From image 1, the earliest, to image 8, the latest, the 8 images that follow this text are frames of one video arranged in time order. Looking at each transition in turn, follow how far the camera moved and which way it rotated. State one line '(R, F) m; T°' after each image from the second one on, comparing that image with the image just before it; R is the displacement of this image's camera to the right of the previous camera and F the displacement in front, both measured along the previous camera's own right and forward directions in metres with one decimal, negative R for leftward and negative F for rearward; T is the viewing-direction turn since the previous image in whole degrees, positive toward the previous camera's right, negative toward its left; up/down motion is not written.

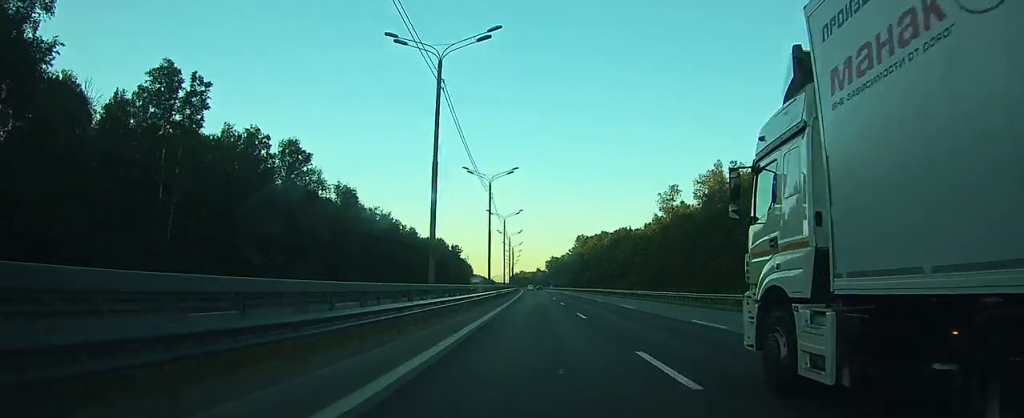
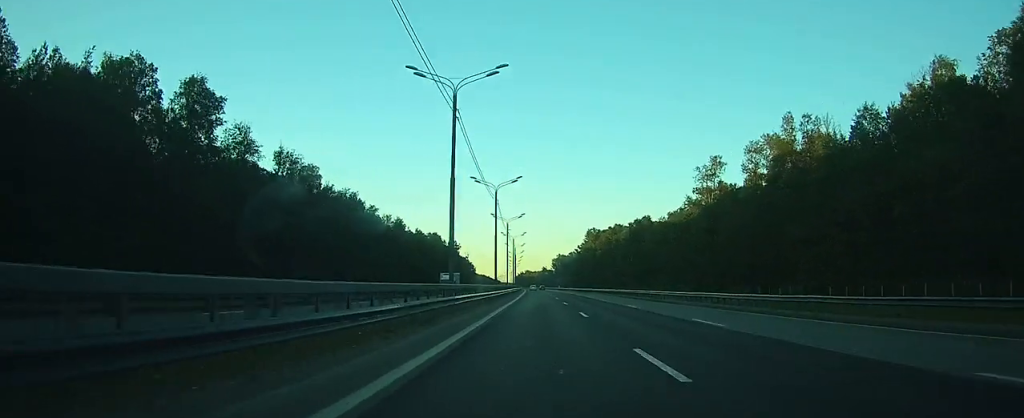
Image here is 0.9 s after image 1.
(-0.2, +31.4) m; 0°
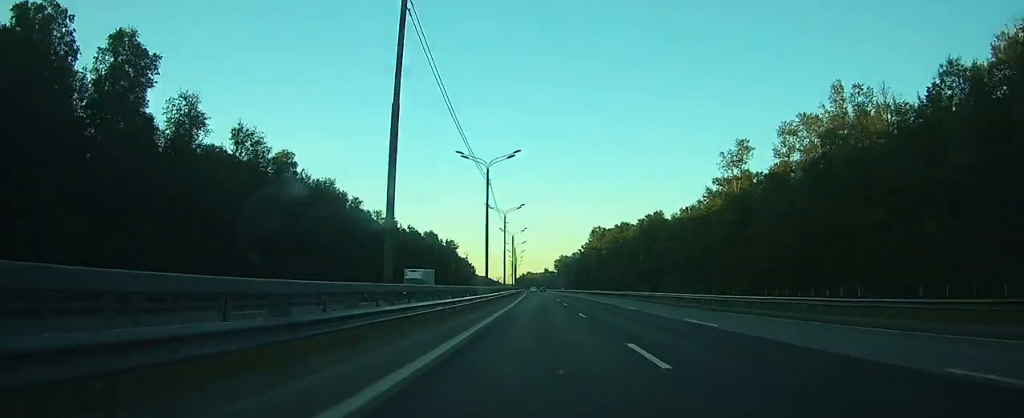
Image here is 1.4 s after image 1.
(0.0, +14.6) m; 0°
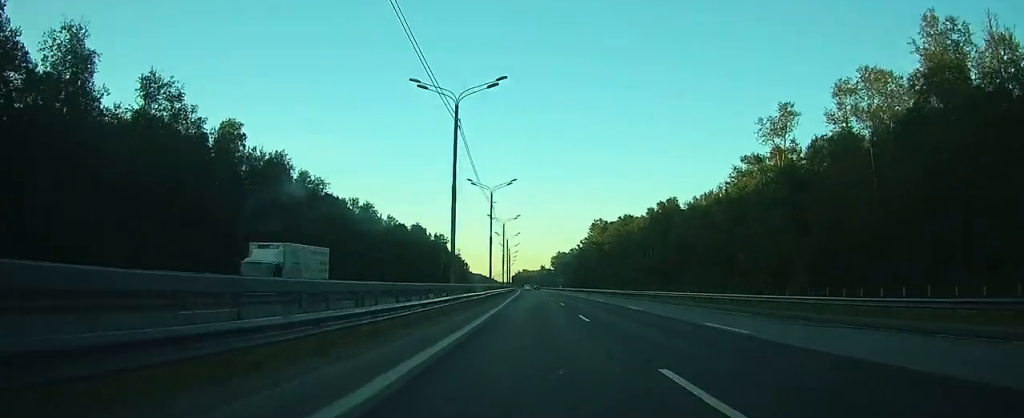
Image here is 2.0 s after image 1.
(0.0, +20.1) m; 0°
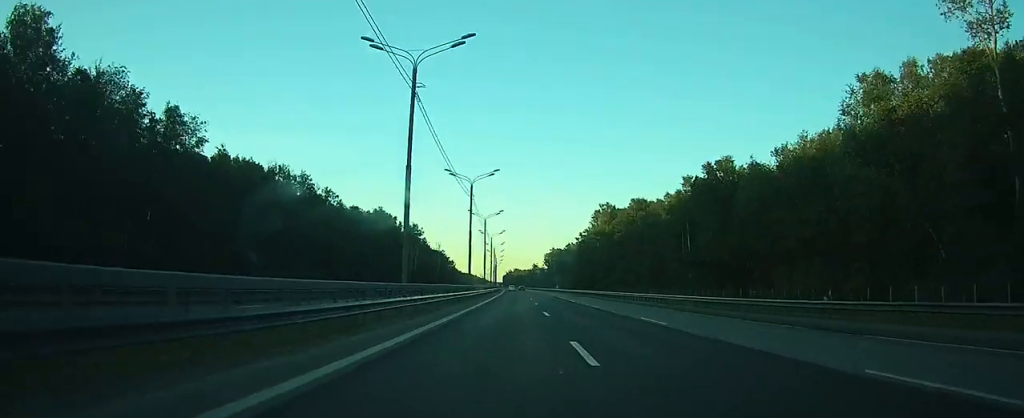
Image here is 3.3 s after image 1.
(+0.1, +43.3) m; 0°
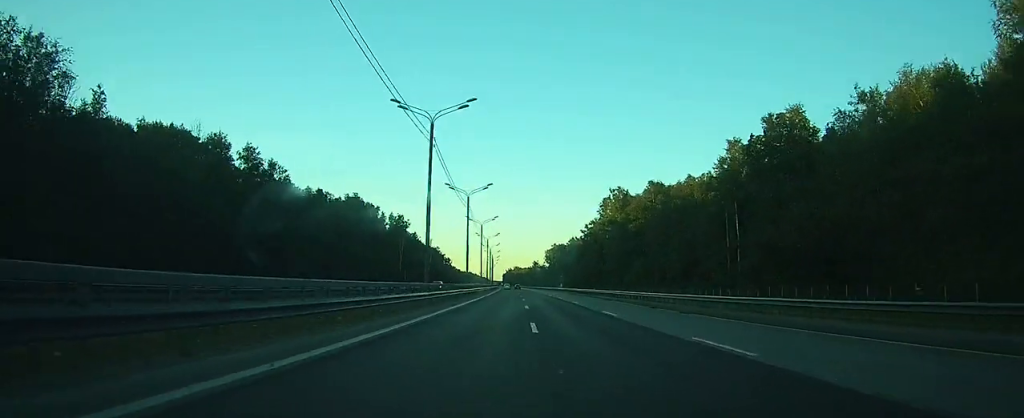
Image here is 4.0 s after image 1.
(+0.2, +25.4) m; 0°
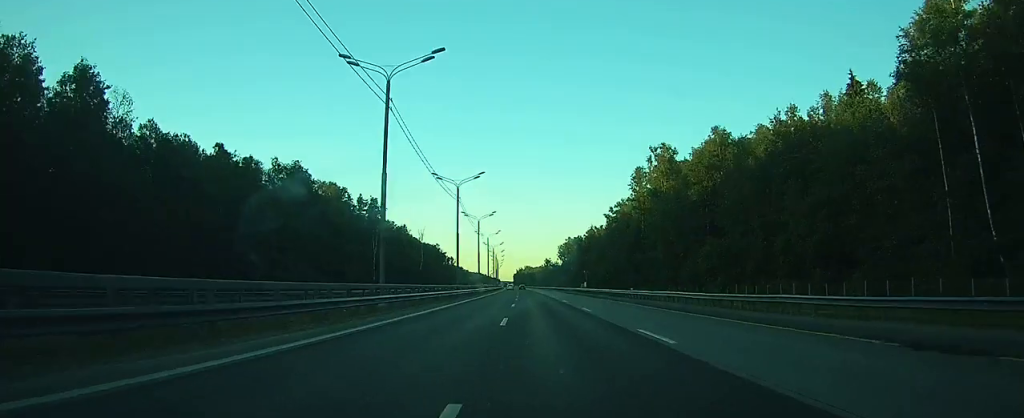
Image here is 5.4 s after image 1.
(-0.2, +45.2) m; -1°
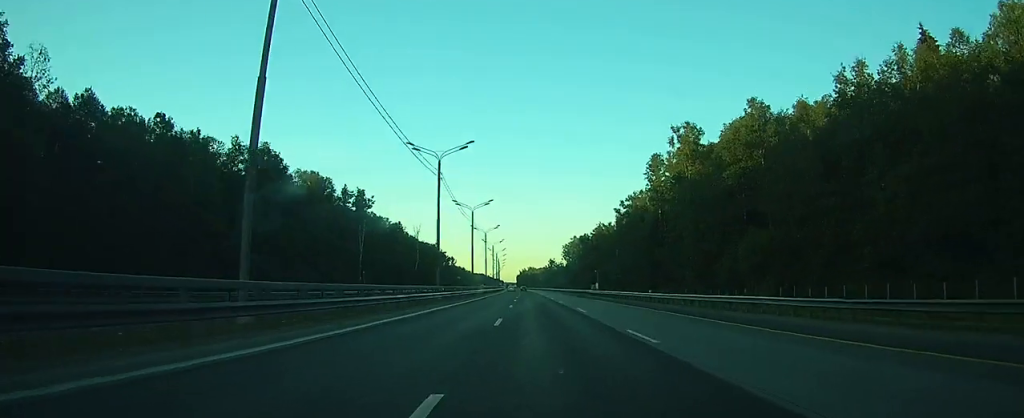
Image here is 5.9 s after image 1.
(0.0, +15.4) m; 0°
